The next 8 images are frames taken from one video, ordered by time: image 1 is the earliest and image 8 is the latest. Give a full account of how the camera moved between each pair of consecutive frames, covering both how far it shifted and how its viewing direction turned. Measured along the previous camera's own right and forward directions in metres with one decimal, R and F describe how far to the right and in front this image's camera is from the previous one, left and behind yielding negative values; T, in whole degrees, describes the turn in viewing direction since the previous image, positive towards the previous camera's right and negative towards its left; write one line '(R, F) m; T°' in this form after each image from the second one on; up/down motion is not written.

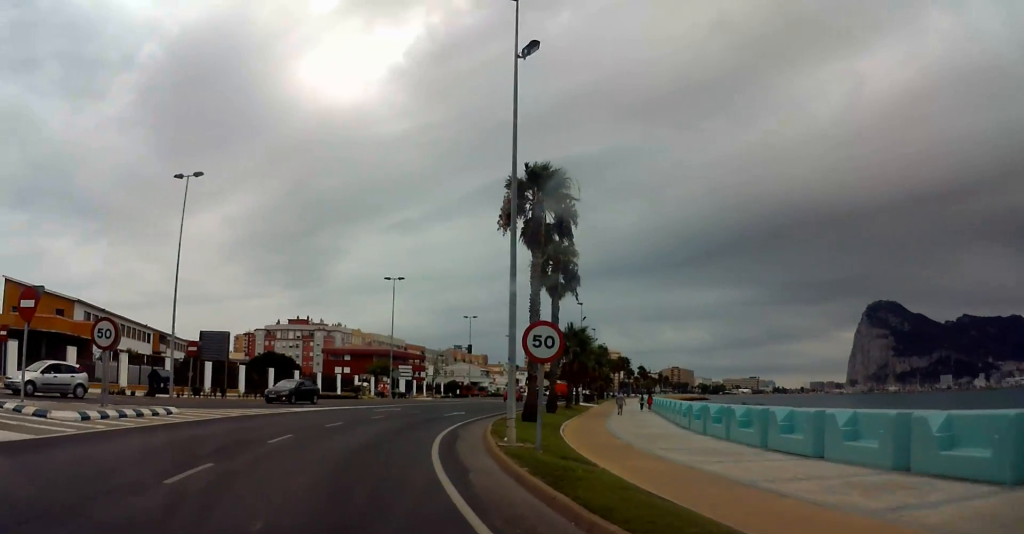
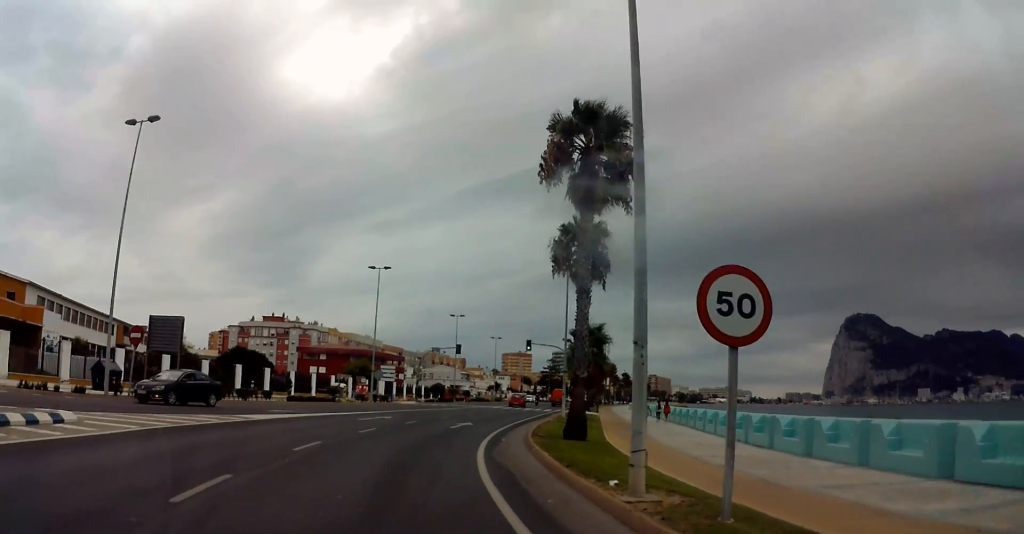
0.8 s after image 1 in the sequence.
(0.0, +8.3) m; 0°
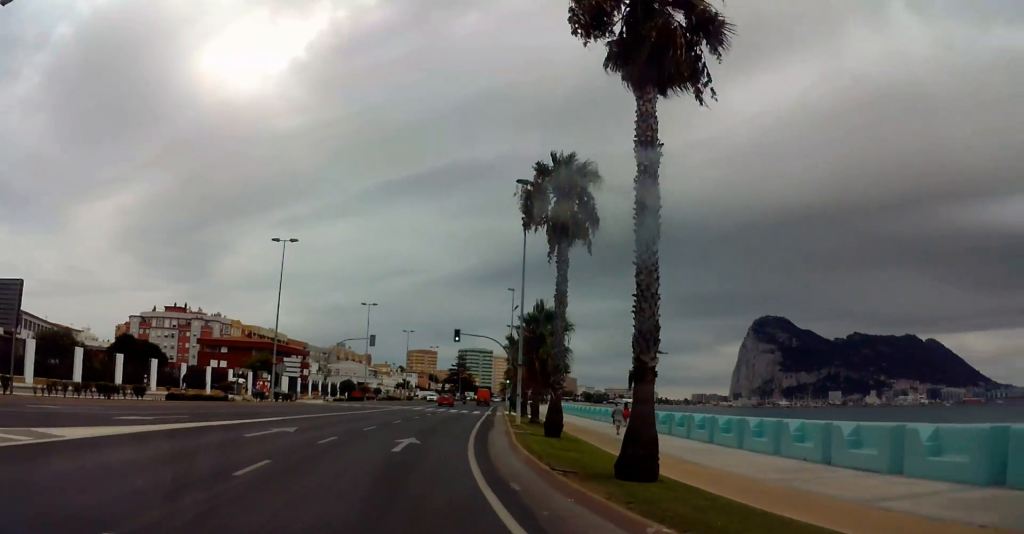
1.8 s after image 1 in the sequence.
(0.0, +10.7) m; +15°
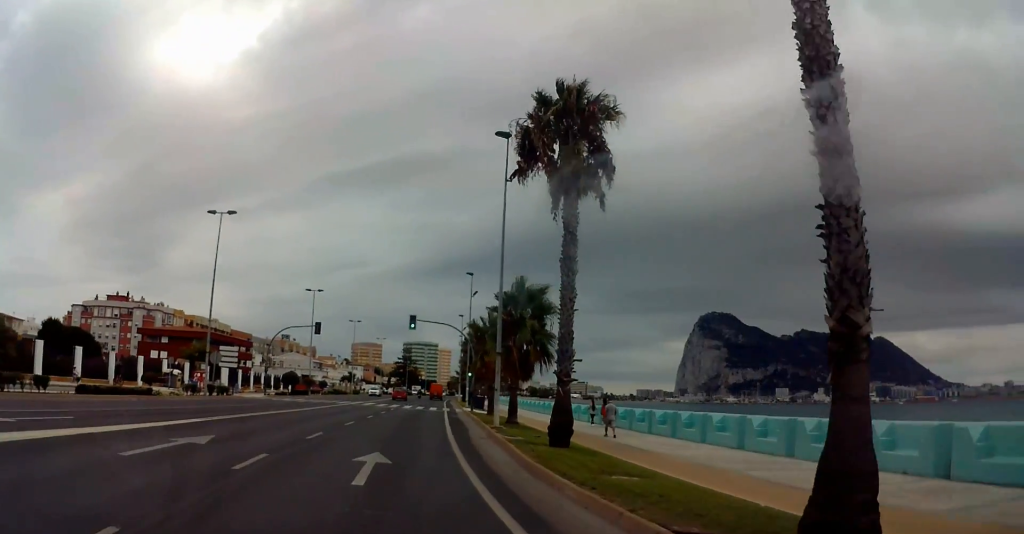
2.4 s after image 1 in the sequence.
(+1.4, +6.2) m; +10°
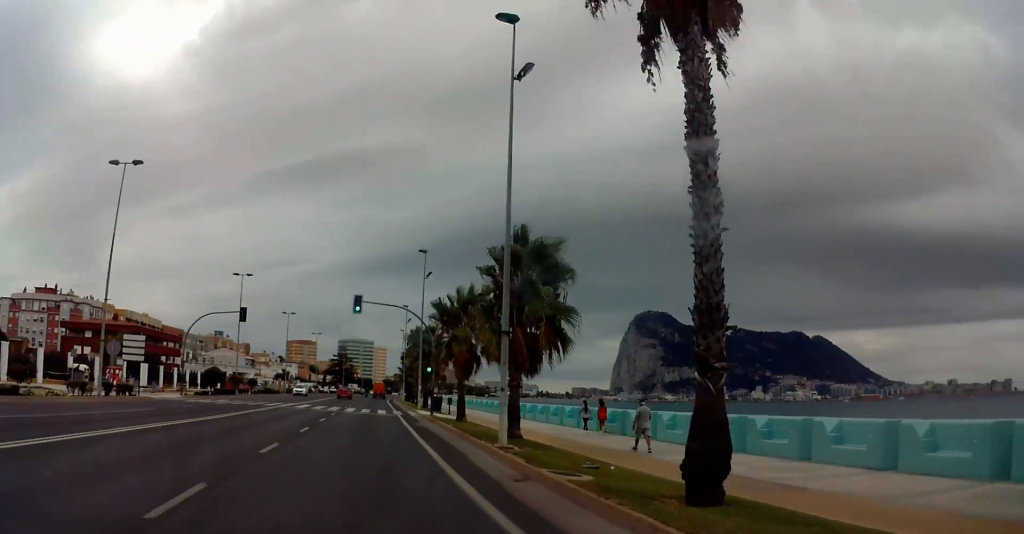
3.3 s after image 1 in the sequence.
(+1.6, +10.1) m; +11°
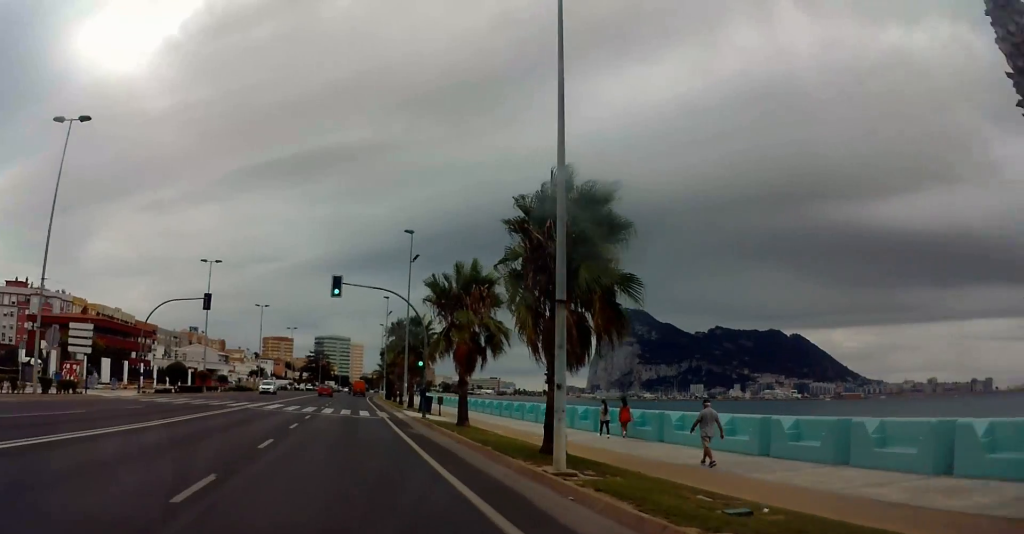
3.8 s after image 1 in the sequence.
(-0.1, +5.9) m; +2°
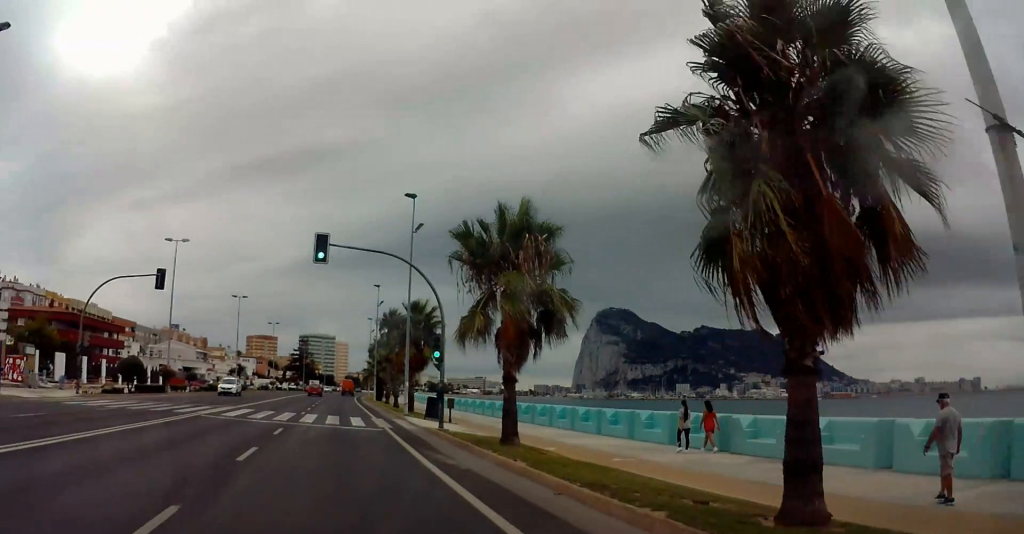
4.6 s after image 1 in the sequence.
(+0.5, +9.3) m; +2°
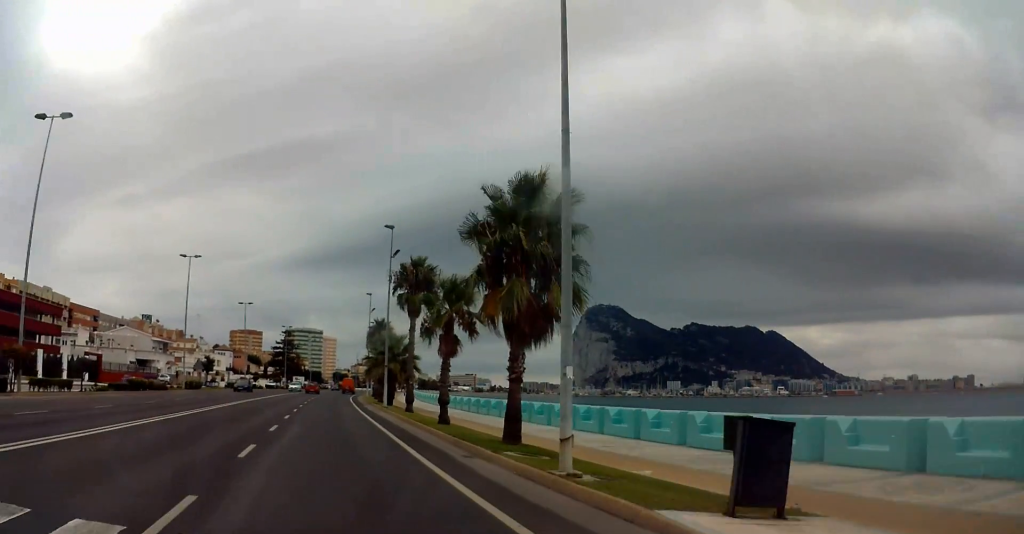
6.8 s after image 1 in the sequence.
(+0.1, +26.8) m; 0°
